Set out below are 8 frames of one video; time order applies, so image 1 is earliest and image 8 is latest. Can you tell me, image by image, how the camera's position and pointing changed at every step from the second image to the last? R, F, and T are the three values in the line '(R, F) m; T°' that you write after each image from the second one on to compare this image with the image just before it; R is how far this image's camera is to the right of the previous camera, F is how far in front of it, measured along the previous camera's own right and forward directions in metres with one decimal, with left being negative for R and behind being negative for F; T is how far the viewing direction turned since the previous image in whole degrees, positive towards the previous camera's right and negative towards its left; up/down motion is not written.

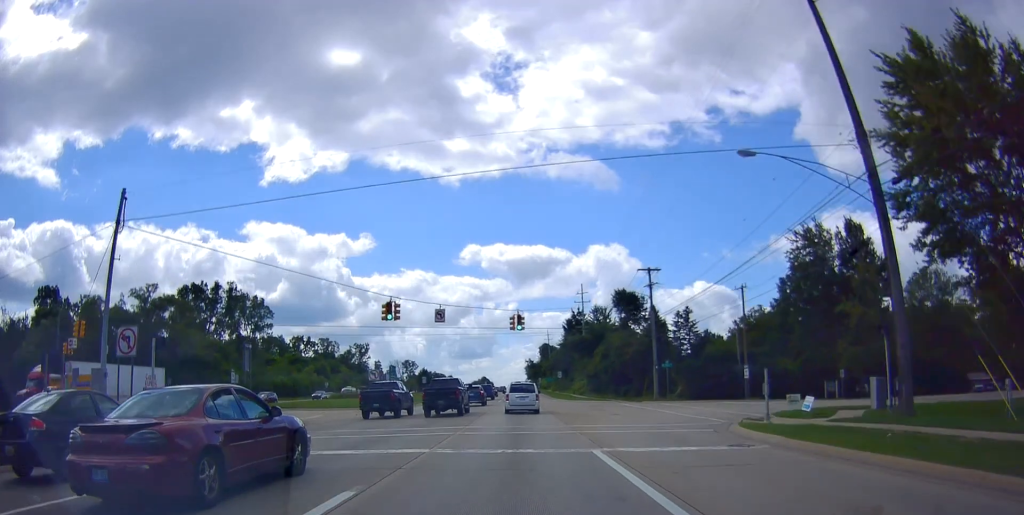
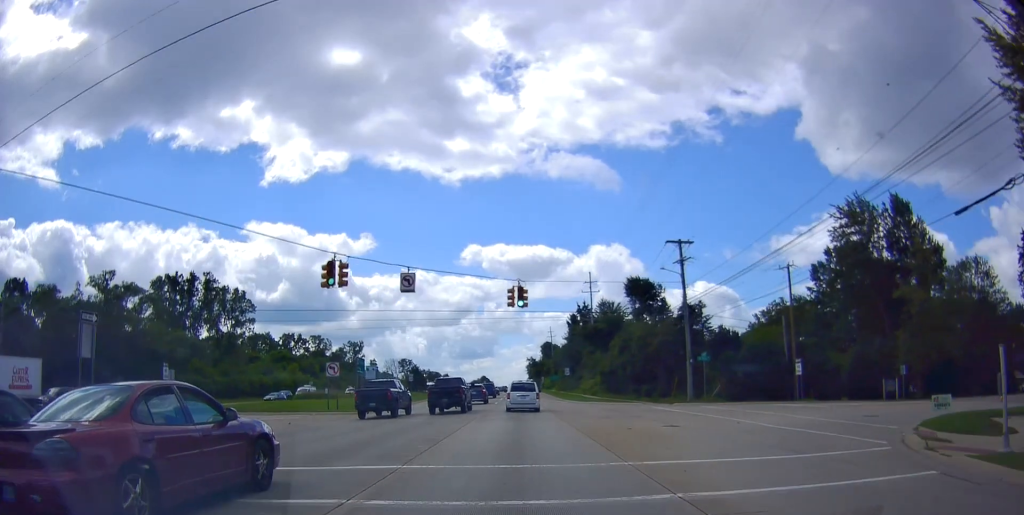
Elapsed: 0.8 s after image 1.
(-0.3, +10.4) m; -1°
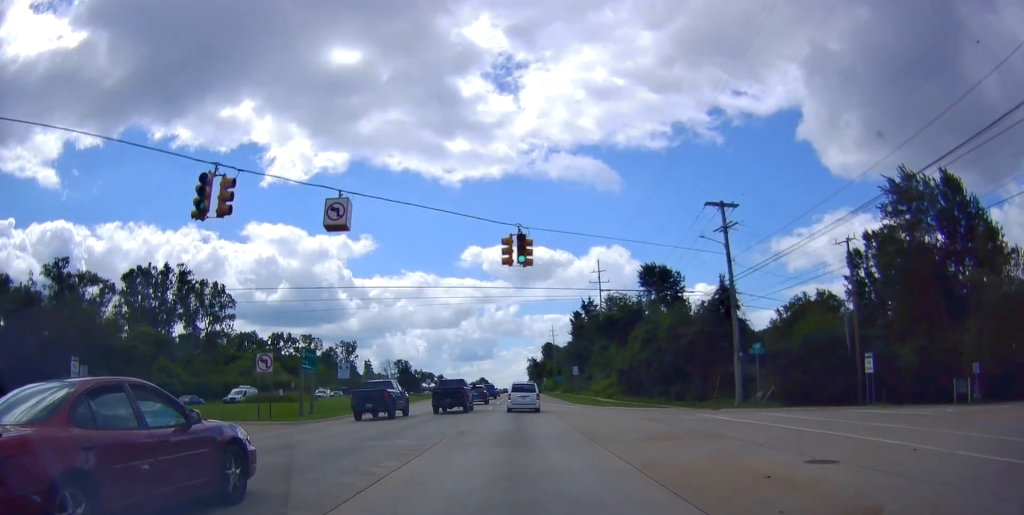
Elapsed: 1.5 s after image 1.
(-0.2, +9.8) m; 0°
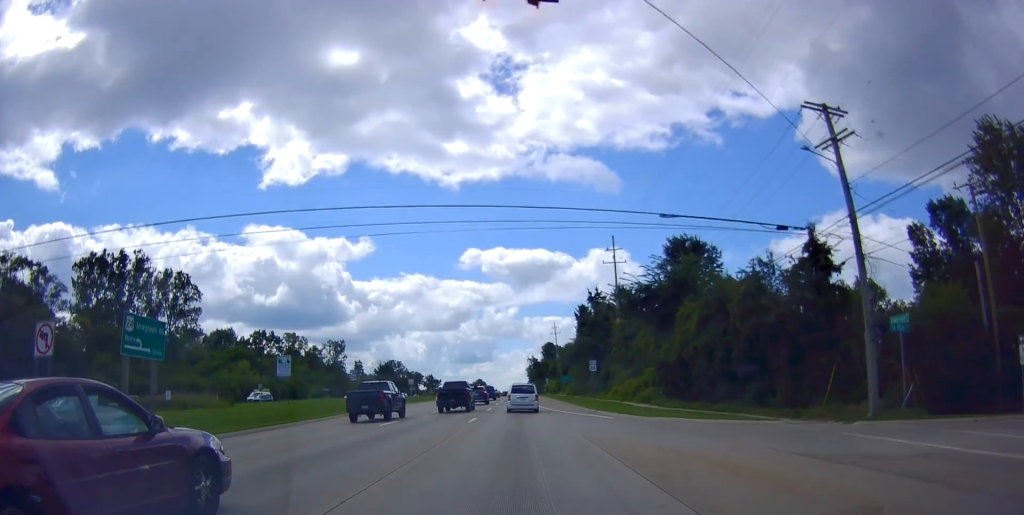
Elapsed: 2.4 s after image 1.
(+0.5, +14.3) m; +1°
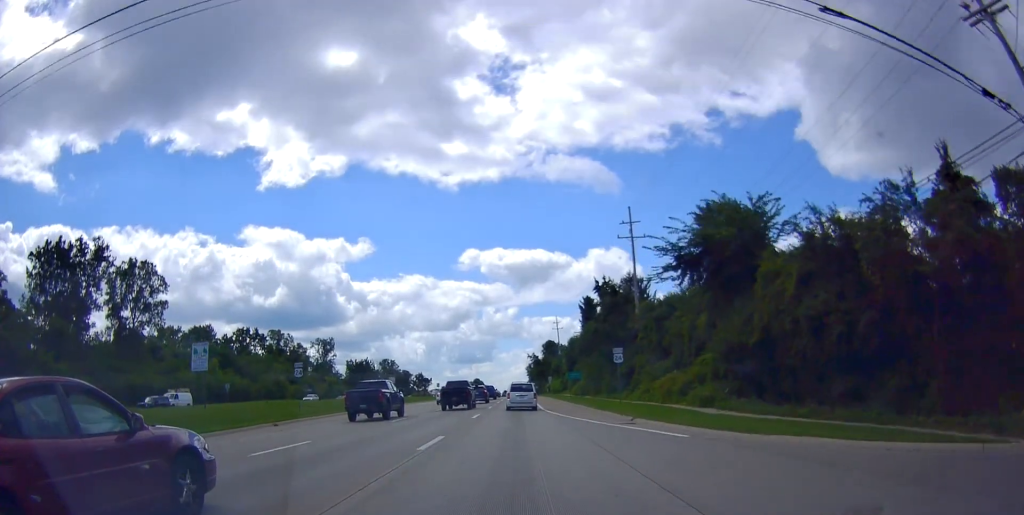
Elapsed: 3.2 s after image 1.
(-0.3, +11.8) m; 0°
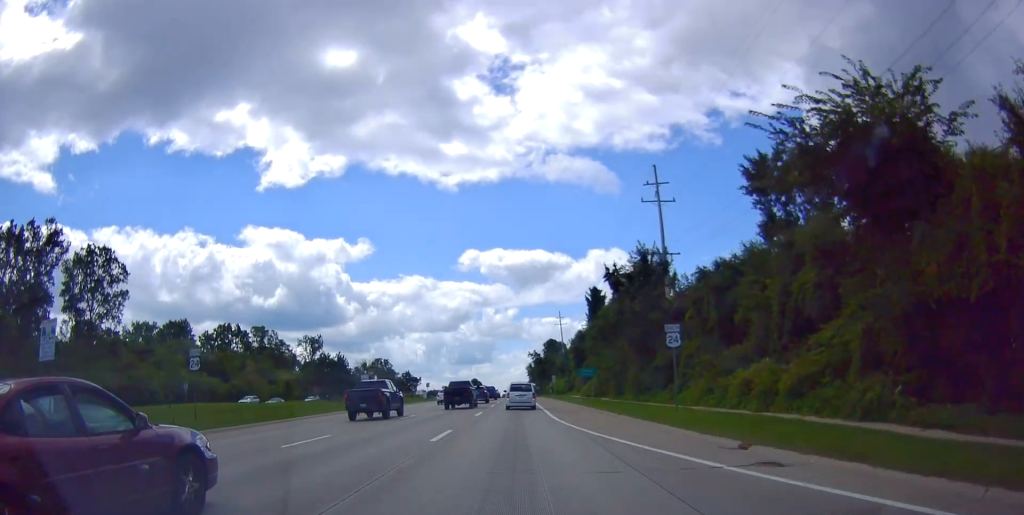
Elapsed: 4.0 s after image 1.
(+0.3, +12.1) m; +1°
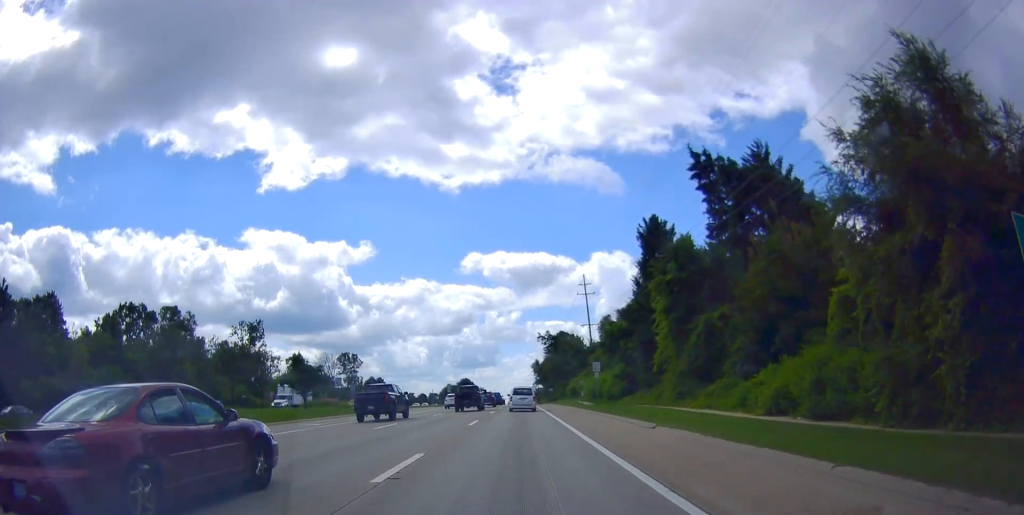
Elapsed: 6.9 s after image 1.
(-0.8, +49.5) m; -2°
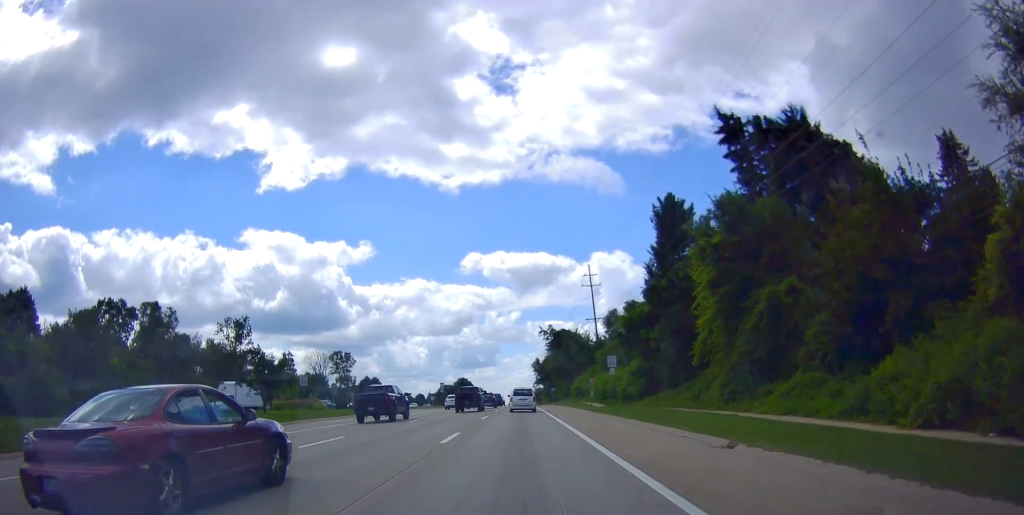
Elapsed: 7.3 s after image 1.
(+0.2, +7.8) m; 0°
